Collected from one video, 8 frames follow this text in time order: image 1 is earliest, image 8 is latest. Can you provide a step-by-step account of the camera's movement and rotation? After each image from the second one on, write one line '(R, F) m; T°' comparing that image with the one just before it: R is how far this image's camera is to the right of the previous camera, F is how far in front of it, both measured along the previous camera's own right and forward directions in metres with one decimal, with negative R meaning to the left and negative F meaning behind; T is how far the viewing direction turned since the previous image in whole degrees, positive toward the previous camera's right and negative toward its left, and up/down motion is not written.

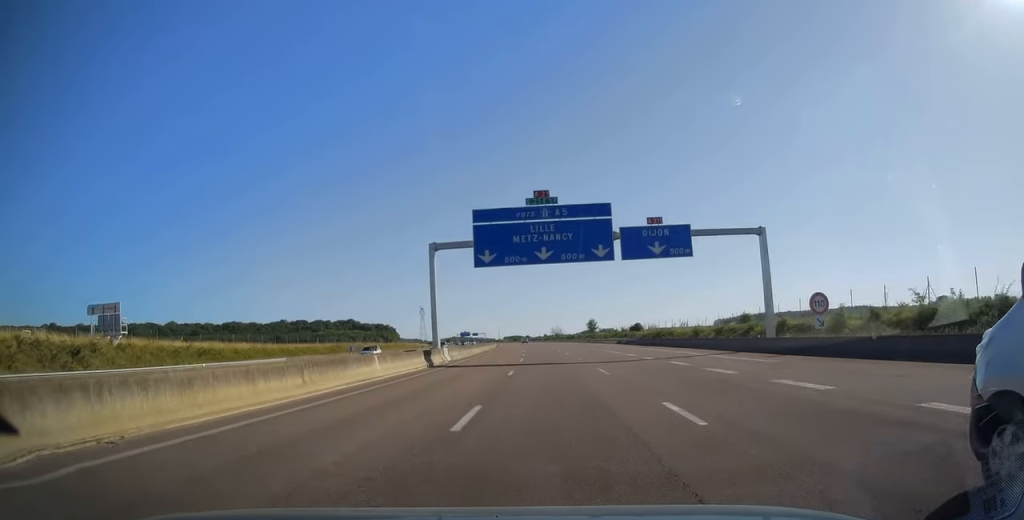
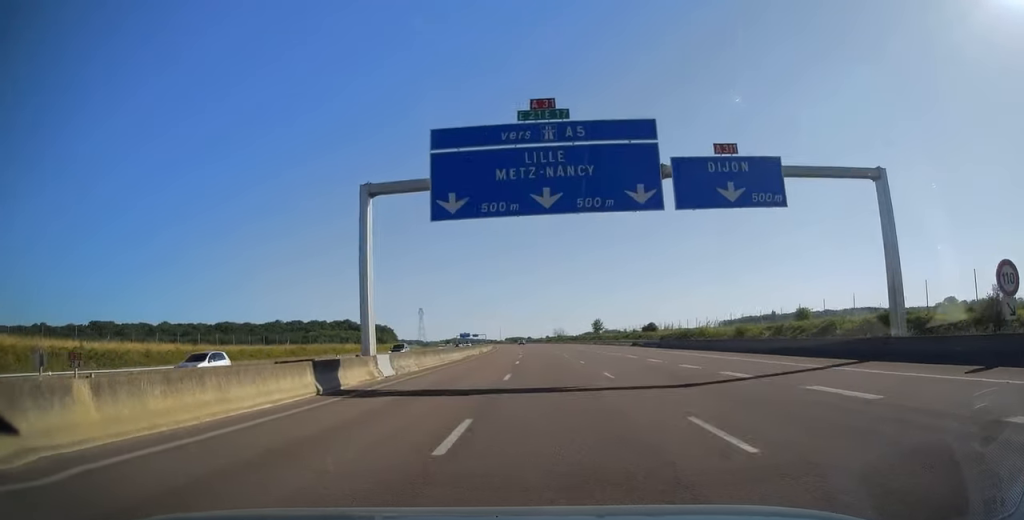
(0.0, +15.4) m; 0°
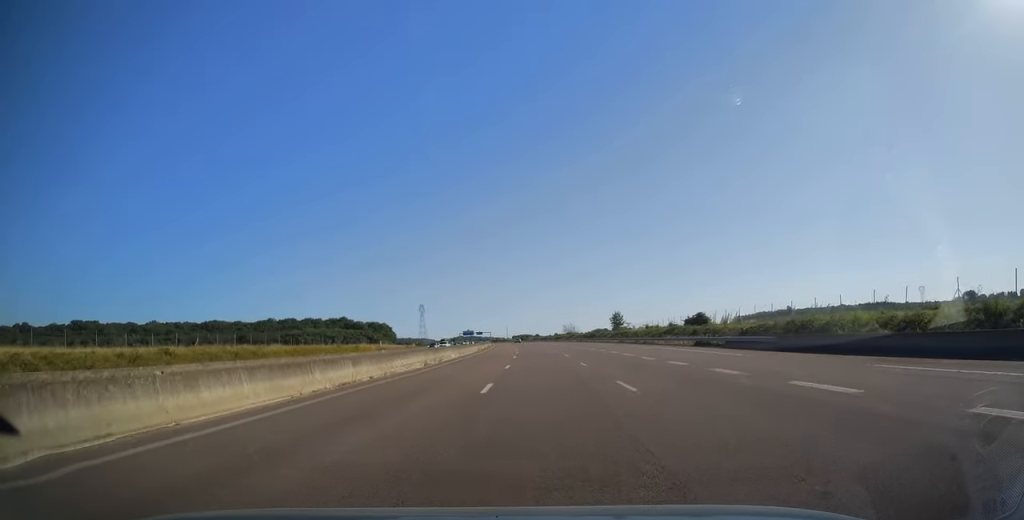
(-0.3, +32.8) m; -1°
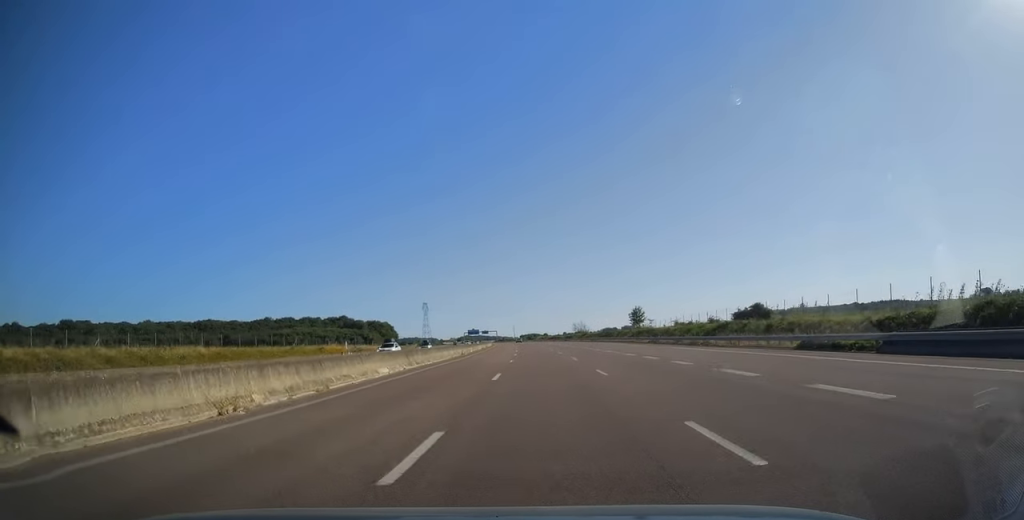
(0.0, +21.5) m; -1°
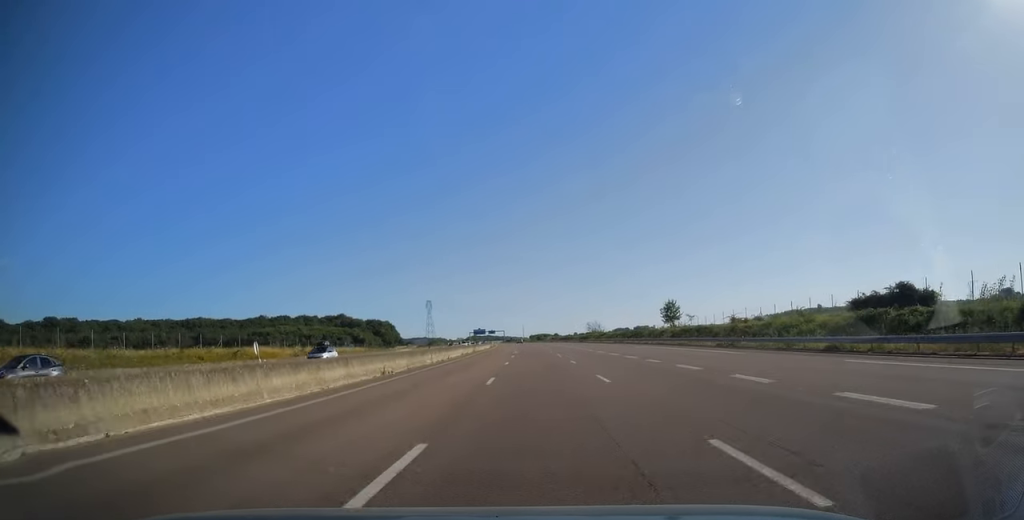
(-0.2, +28.2) m; -1°
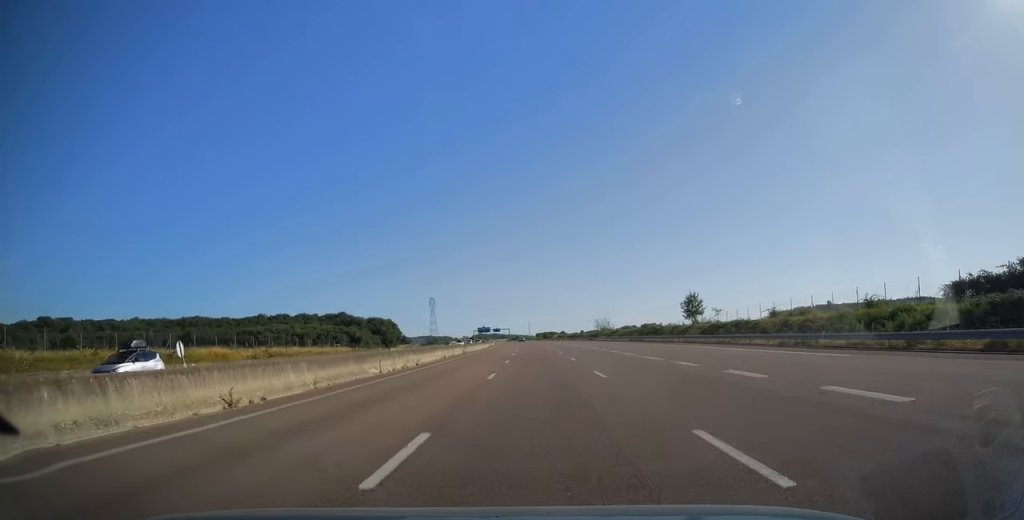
(-0.1, +12.9) m; -1°
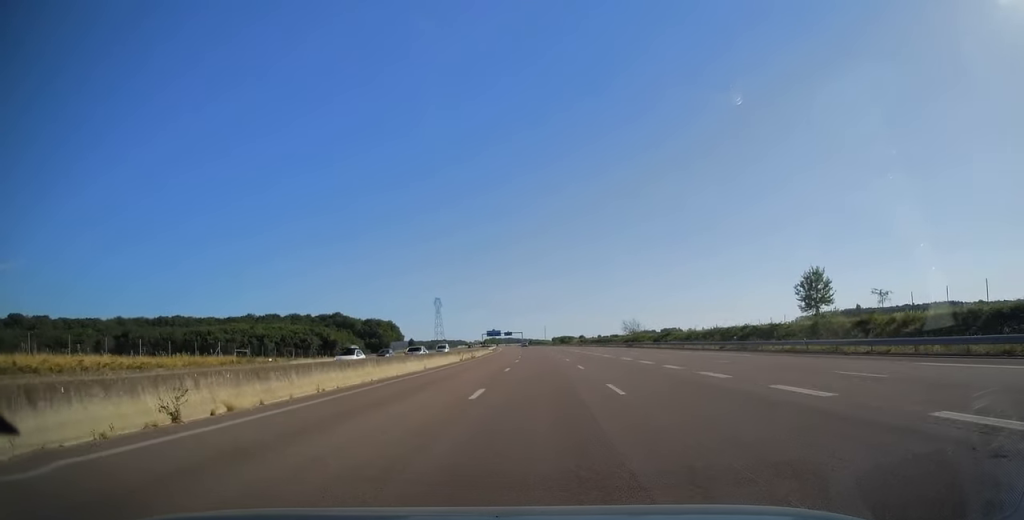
(-0.6, +44.3) m; -1°
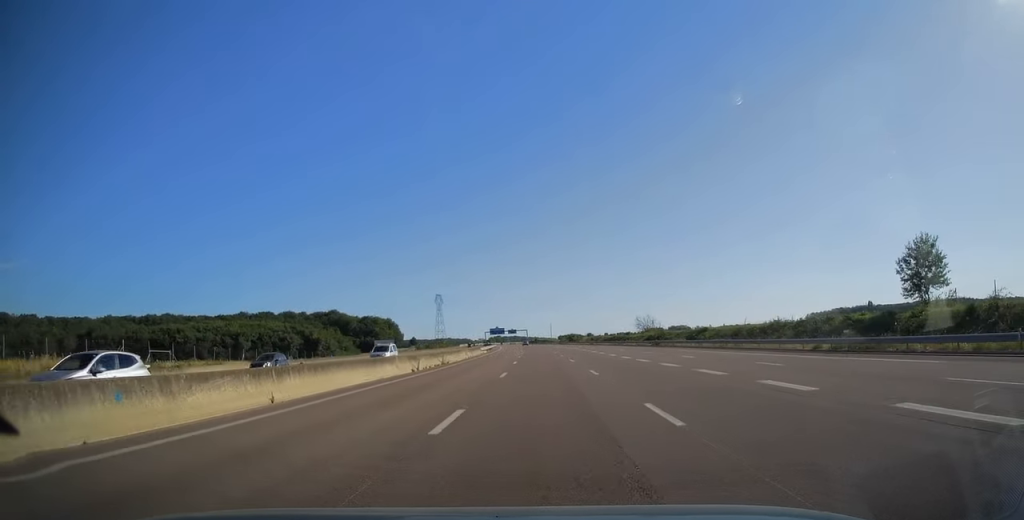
(-0.1, +19.1) m; 0°
